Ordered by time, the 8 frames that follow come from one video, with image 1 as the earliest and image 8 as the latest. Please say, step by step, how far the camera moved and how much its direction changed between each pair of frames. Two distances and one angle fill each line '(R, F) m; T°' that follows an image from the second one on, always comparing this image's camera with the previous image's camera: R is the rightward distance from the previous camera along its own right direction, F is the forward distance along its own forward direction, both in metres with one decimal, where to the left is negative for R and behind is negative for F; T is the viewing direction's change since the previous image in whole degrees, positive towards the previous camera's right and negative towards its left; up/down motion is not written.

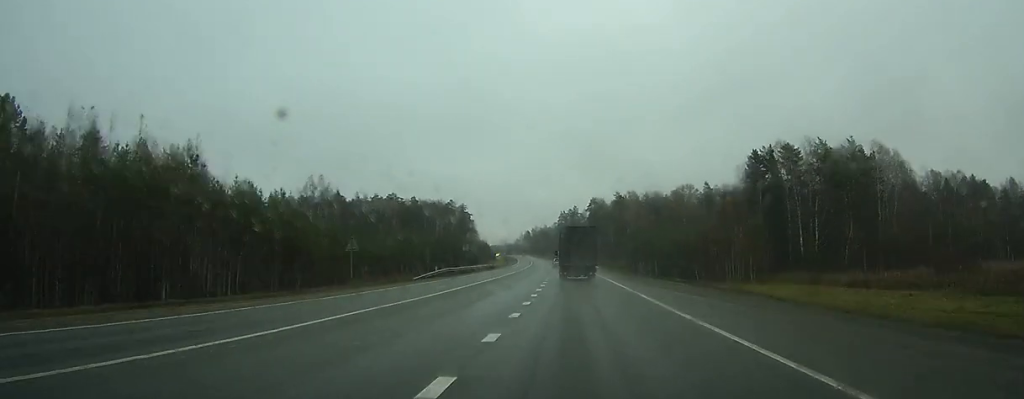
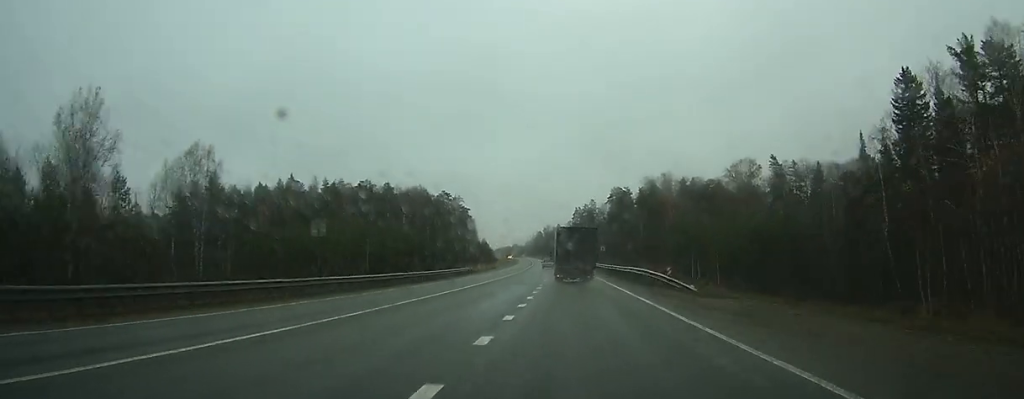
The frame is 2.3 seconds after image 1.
(-1.2, +59.7) m; -2°
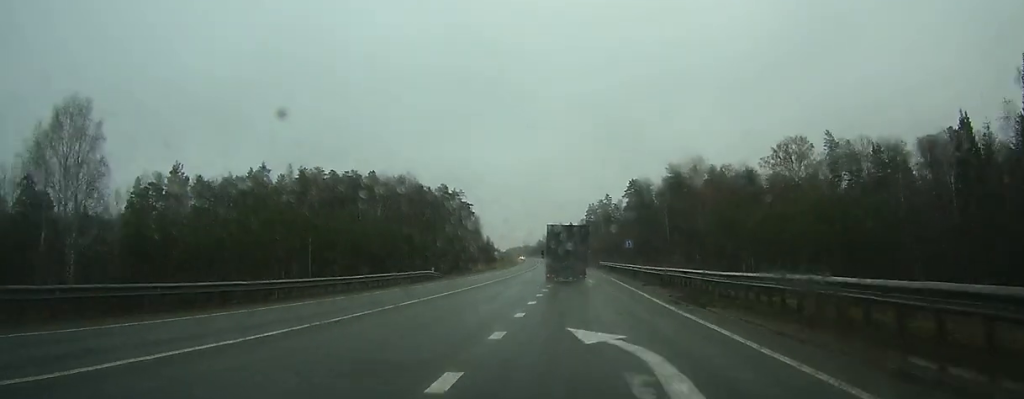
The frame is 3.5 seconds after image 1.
(-0.2, +28.6) m; -1°
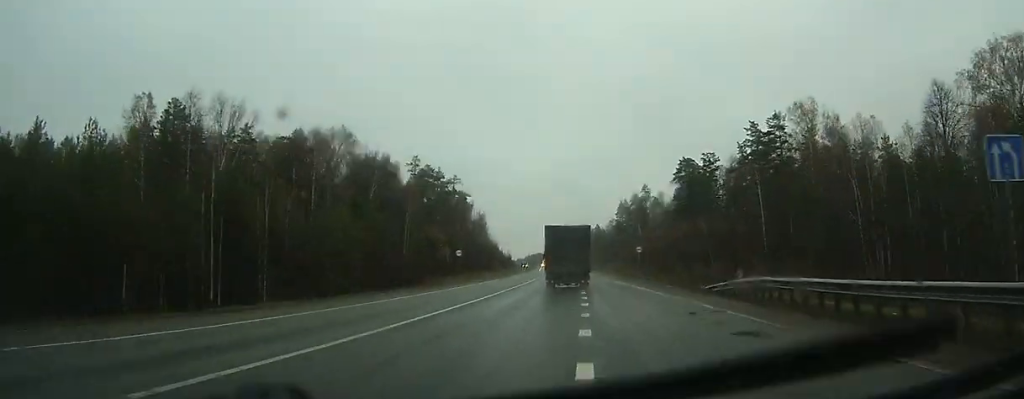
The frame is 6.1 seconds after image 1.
(-1.2, +64.0) m; -2°
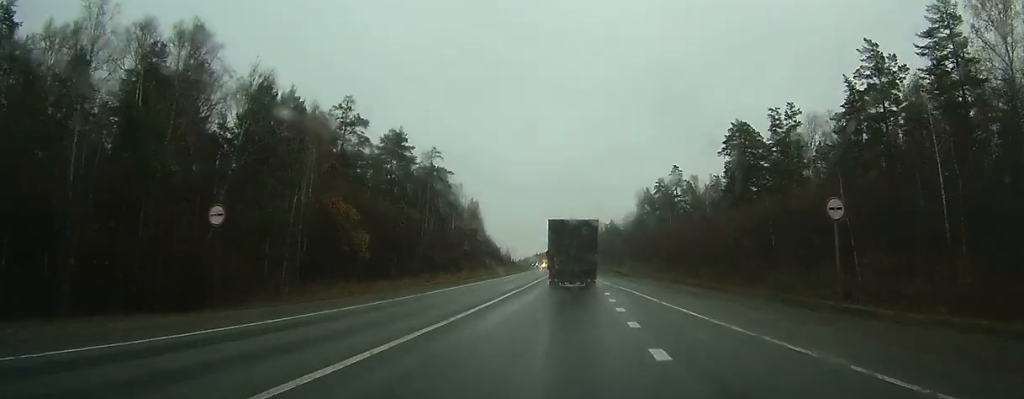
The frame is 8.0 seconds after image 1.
(-0.5, +46.6) m; -1°
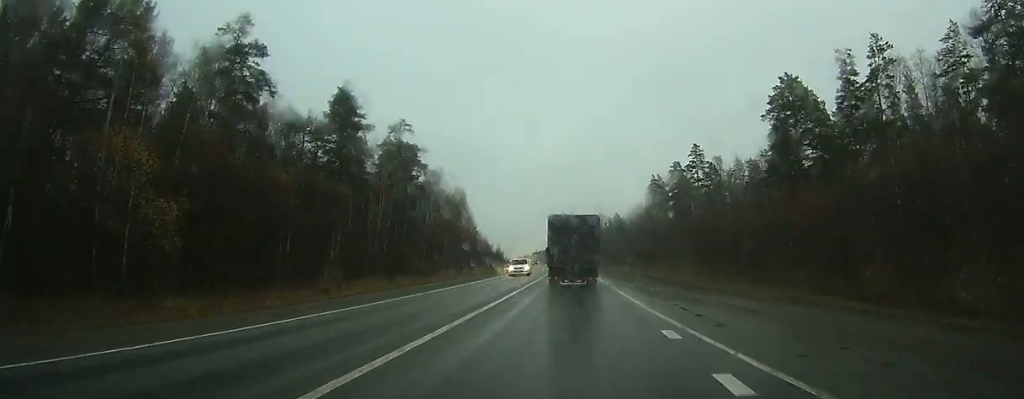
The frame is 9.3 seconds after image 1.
(-0.1, +30.1) m; 0°
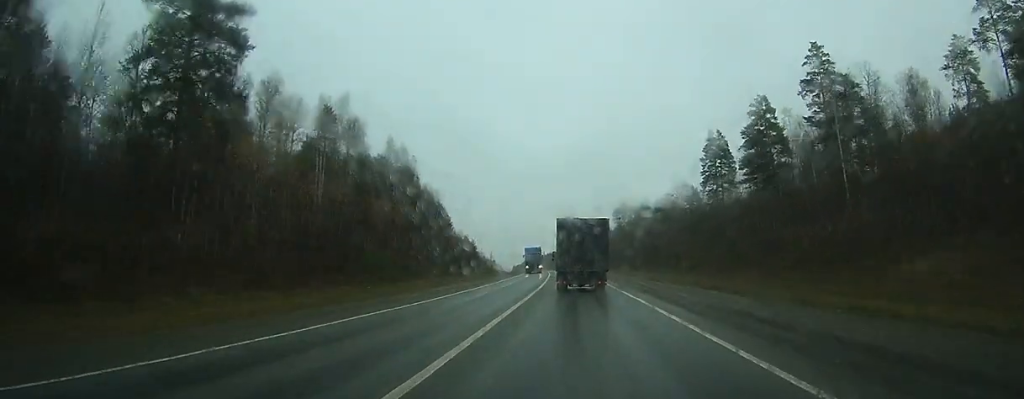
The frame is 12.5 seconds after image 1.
(-0.8, +76.8) m; -2°
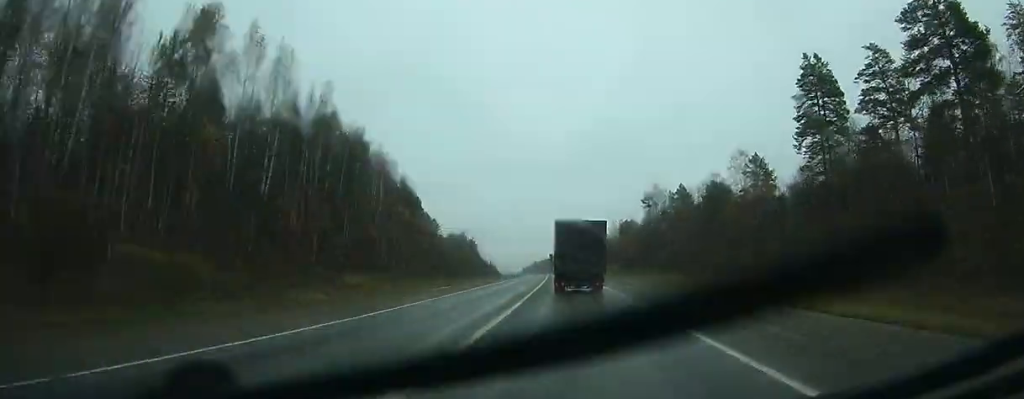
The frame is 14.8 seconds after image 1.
(-0.7, +53.2) m; -1°
